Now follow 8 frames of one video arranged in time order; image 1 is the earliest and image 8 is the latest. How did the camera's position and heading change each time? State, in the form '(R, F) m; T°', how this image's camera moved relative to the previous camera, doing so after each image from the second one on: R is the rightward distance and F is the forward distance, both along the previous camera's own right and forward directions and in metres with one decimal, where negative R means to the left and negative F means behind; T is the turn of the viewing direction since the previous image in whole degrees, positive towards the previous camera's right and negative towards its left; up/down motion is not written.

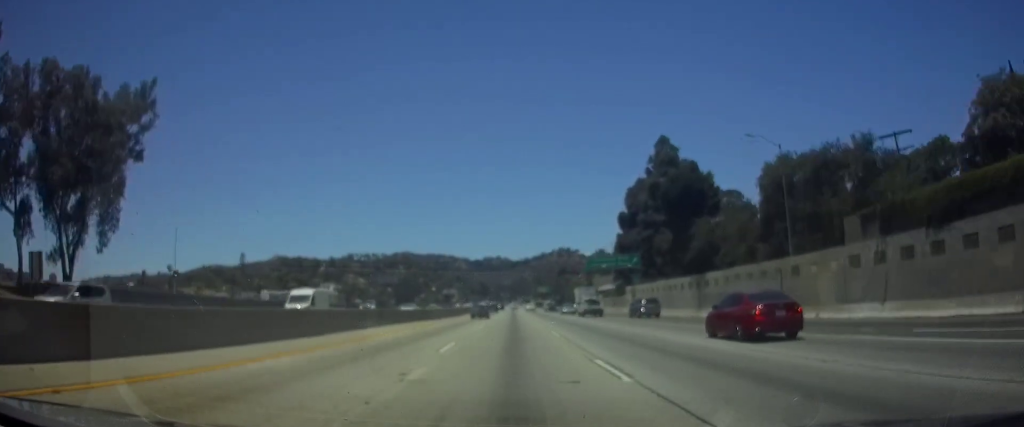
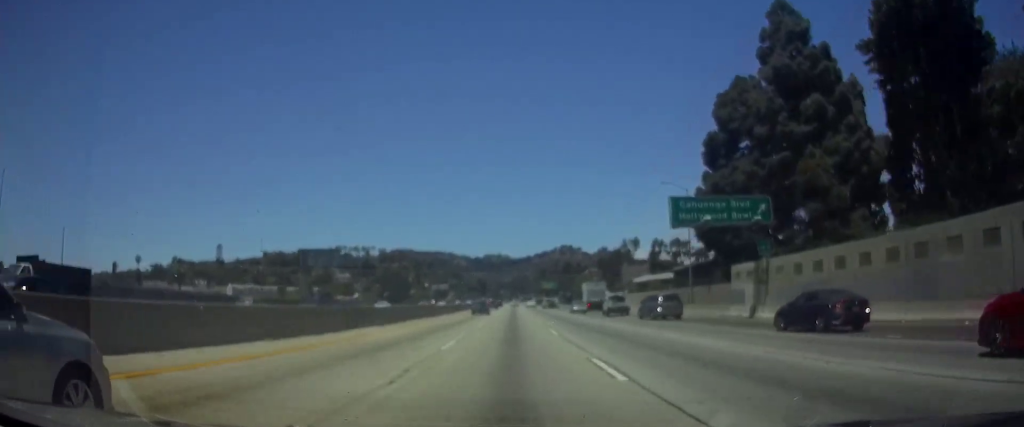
(0.0, +44.2) m; 0°
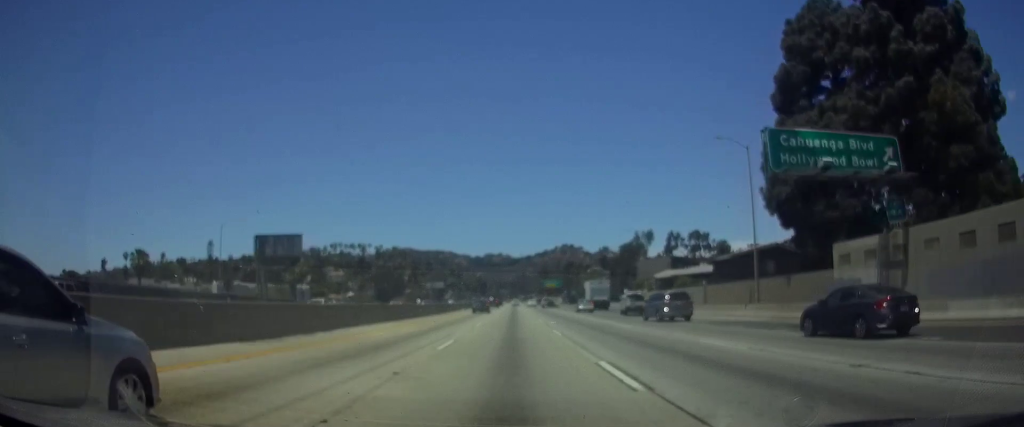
(0.0, +15.8) m; 0°
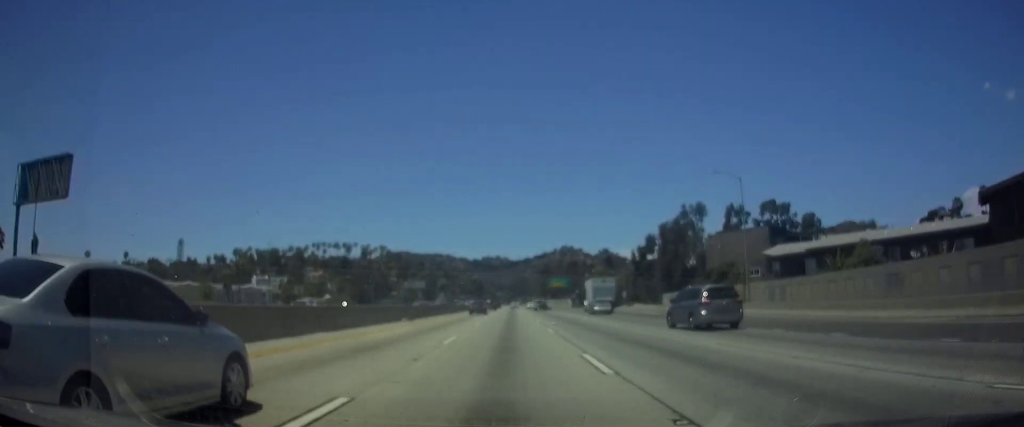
(+0.1, +42.1) m; 0°
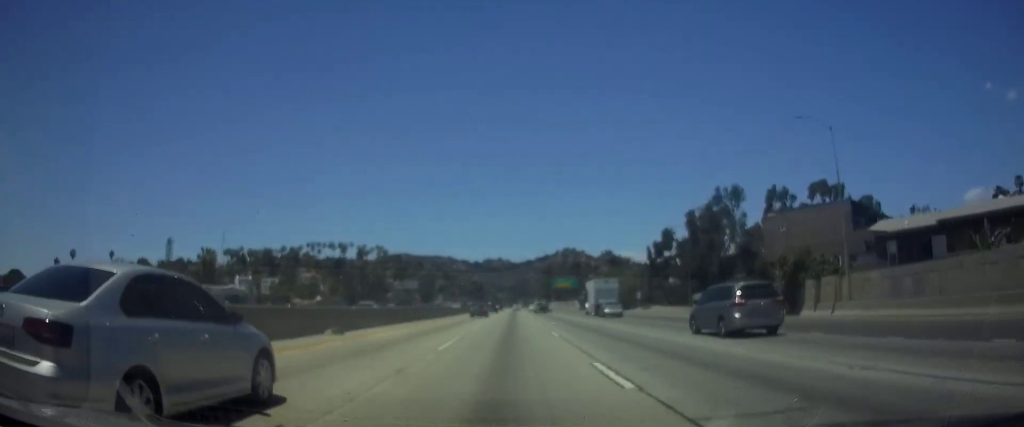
(-0.1, +16.9) m; 0°
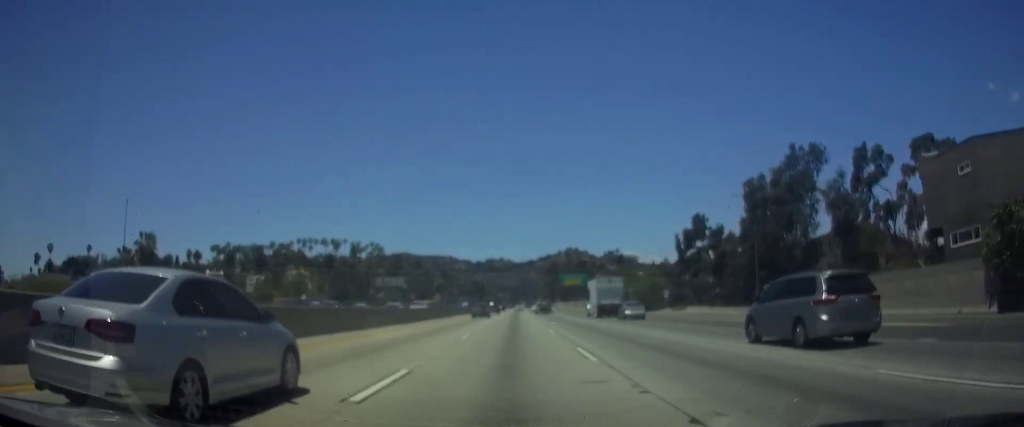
(0.0, +24.4) m; 0°
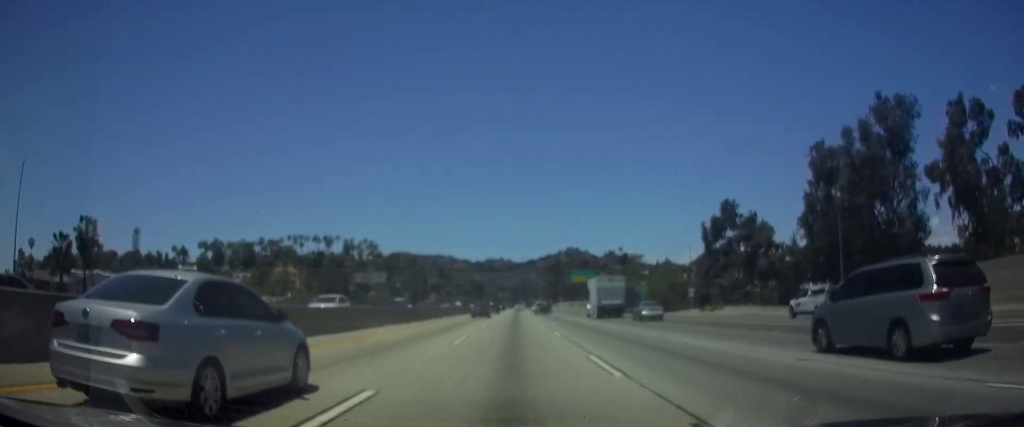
(0.0, +17.8) m; 0°
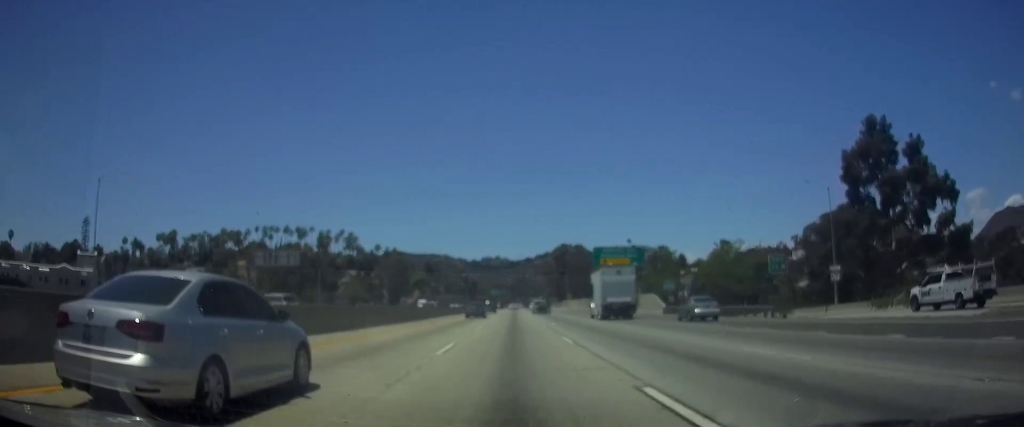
(0.0, +49.2) m; 0°
